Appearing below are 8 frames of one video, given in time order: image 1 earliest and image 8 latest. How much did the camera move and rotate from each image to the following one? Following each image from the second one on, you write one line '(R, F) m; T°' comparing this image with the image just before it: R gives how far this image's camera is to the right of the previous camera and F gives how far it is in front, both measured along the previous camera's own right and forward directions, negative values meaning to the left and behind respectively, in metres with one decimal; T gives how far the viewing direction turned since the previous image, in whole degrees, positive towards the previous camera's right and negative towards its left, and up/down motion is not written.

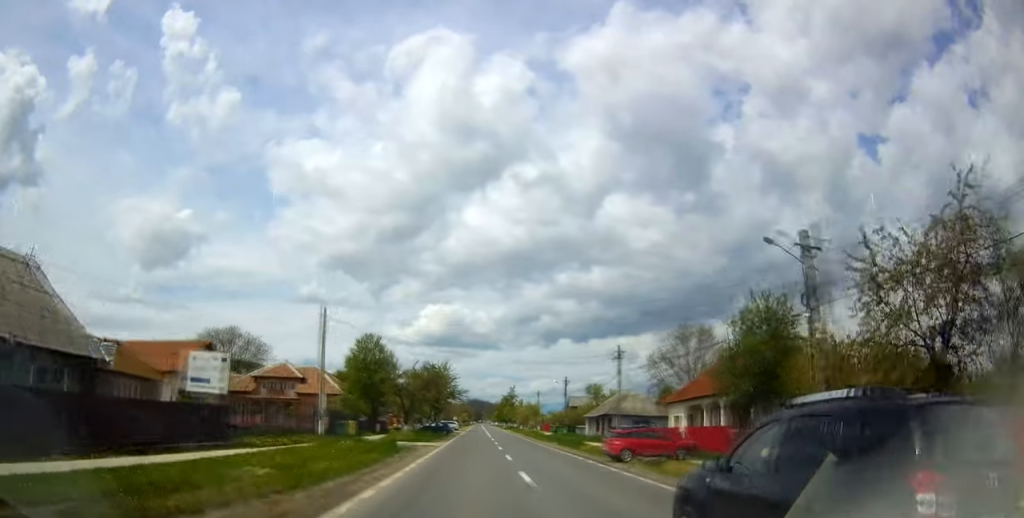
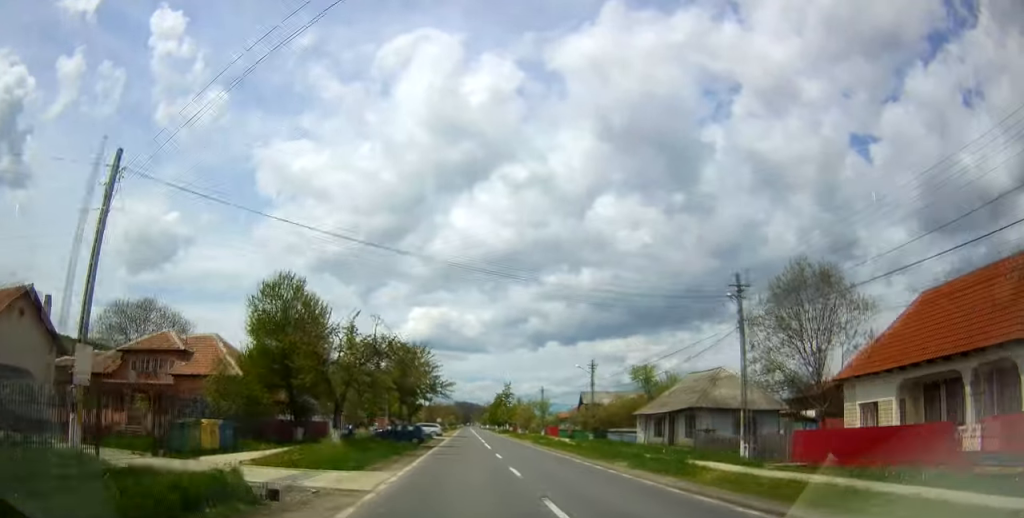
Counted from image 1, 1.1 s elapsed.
(+0.8, +23.5) m; +1°
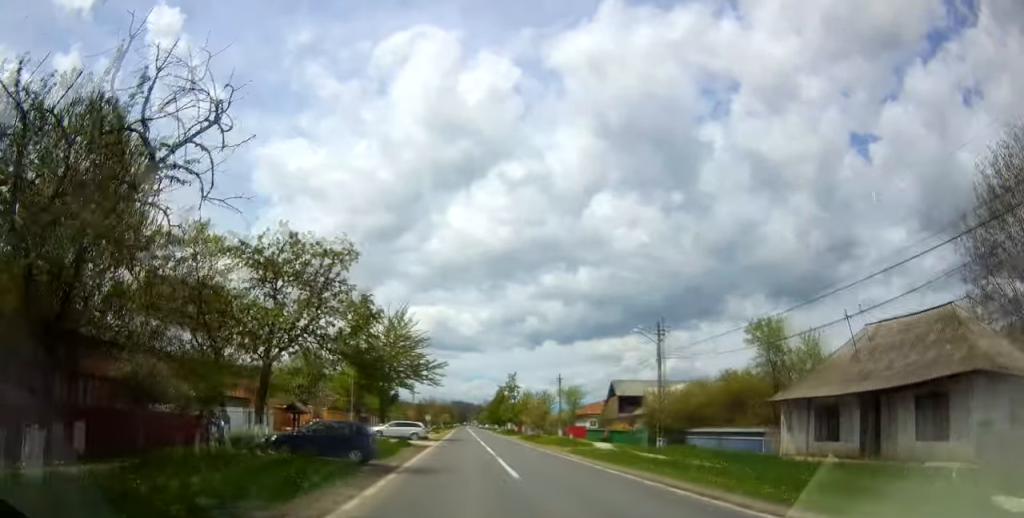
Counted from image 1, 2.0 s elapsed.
(-0.2, +20.6) m; -1°
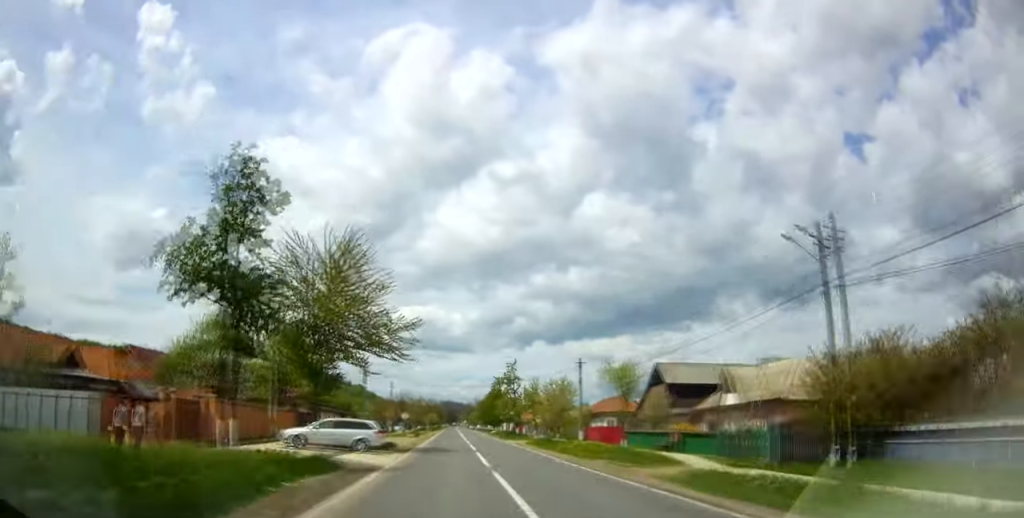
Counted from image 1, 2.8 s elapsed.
(-0.1, +19.7) m; 0°
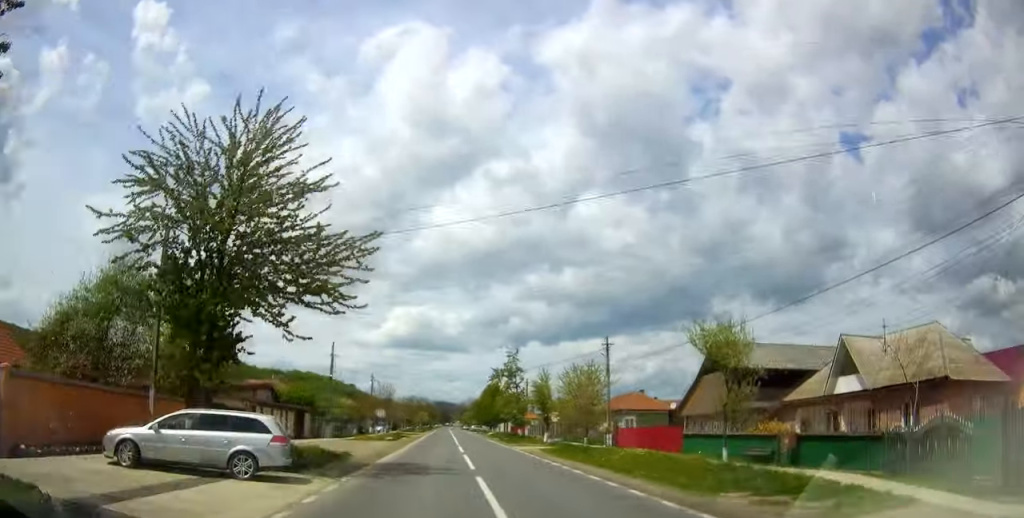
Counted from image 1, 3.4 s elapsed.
(0.0, +13.4) m; 0°
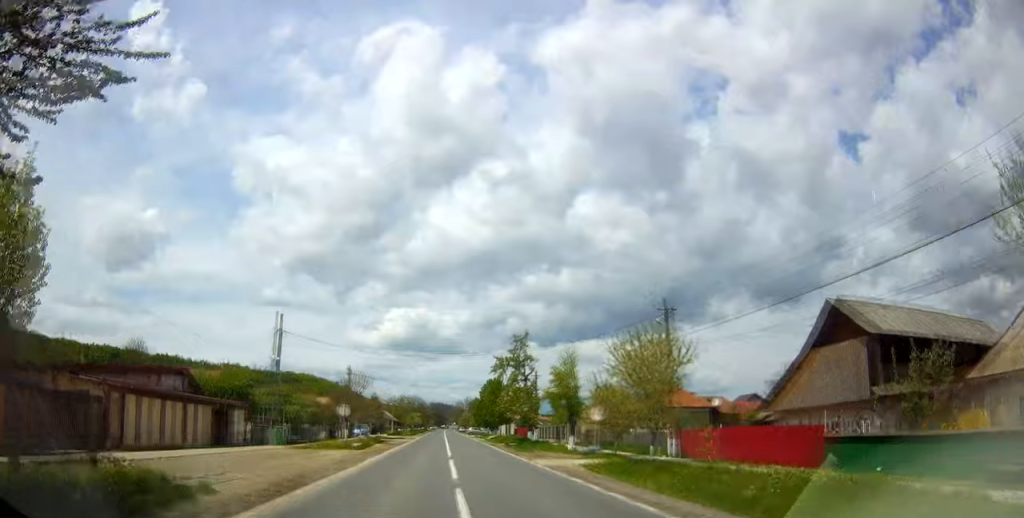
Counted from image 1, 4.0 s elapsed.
(0.0, +14.4) m; 0°
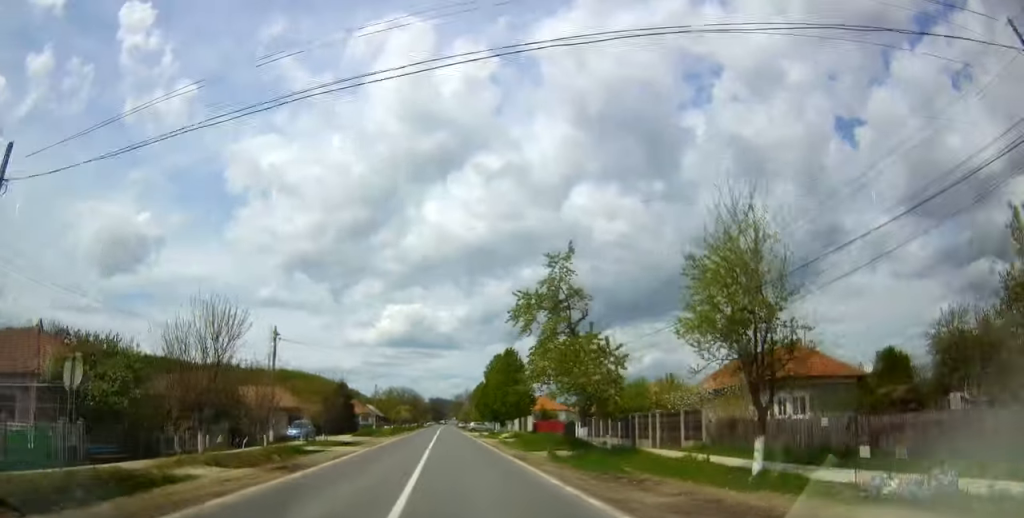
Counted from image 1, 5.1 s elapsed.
(+0.2, +26.0) m; 0°
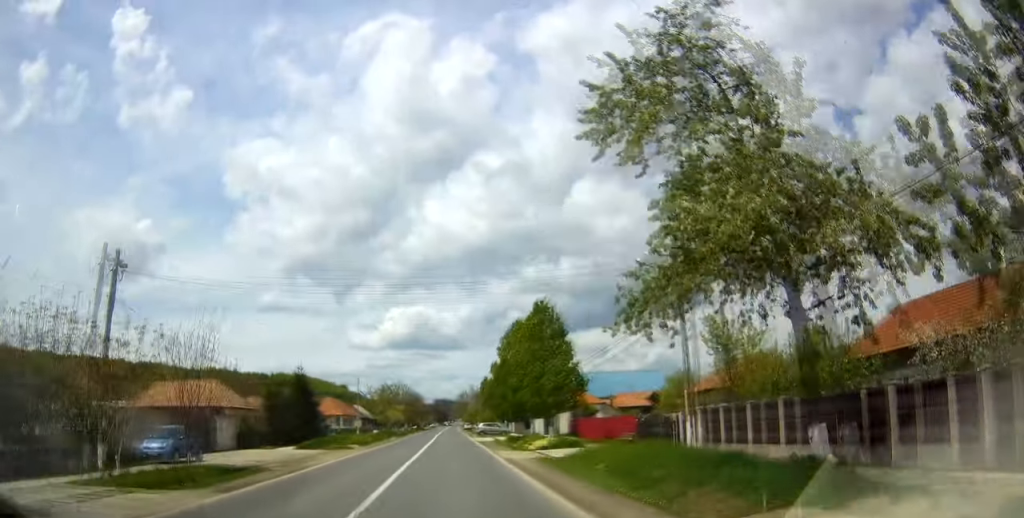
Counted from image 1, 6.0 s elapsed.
(-0.1, +21.2) m; +1°
